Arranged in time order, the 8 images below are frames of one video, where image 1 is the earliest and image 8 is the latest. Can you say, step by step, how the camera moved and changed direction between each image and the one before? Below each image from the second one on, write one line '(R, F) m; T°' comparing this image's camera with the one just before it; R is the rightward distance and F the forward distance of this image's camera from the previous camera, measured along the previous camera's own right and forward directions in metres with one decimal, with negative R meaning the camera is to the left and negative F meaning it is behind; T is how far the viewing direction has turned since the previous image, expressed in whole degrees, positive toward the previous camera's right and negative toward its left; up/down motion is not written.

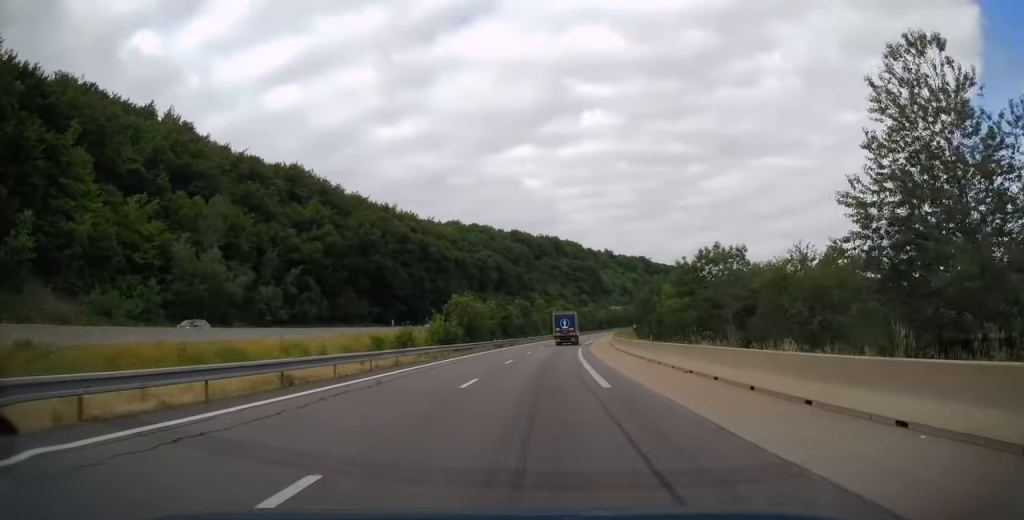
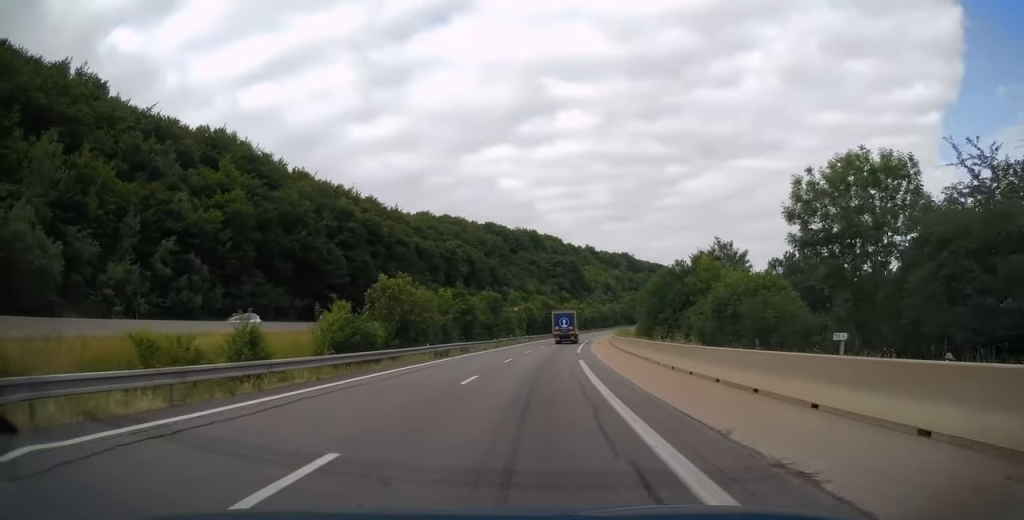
(+0.2, +24.9) m; +2°
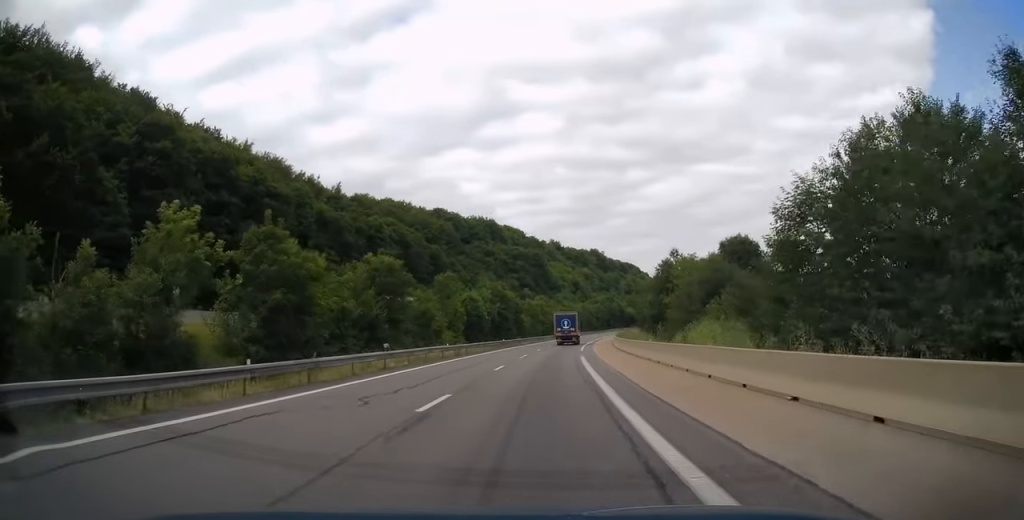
(+2.1, +44.5) m; +4°
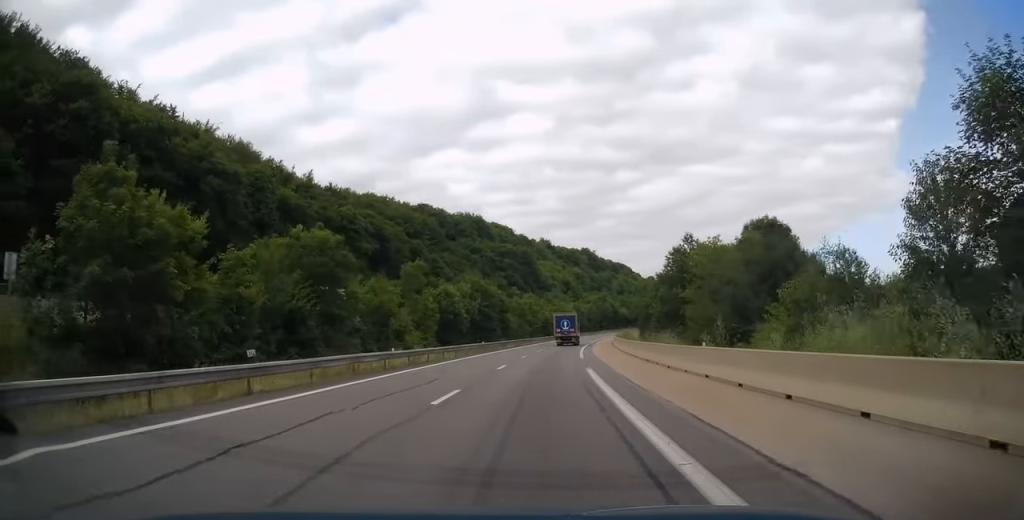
(0.0, +11.6) m; +1°
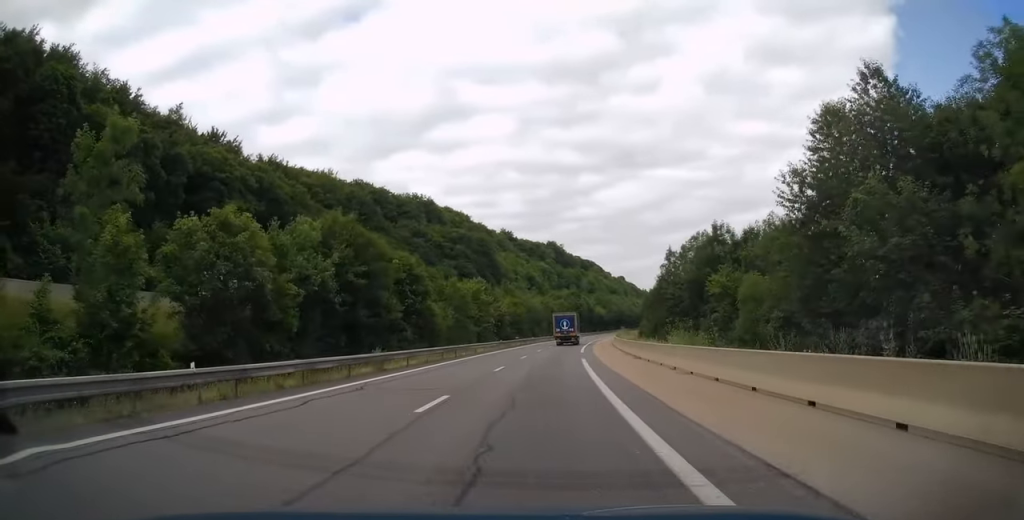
(+1.5, +39.8) m; +4°
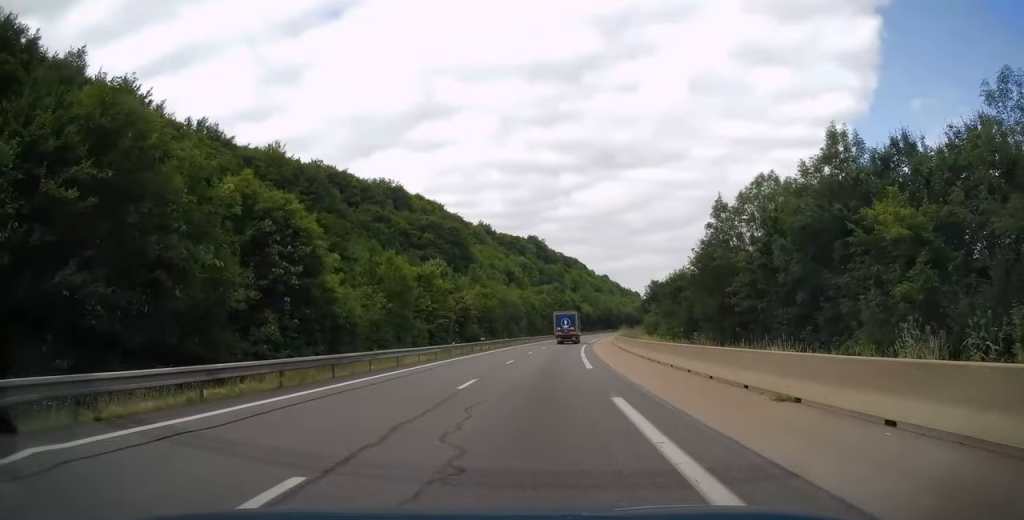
(0.0, +21.4) m; +1°
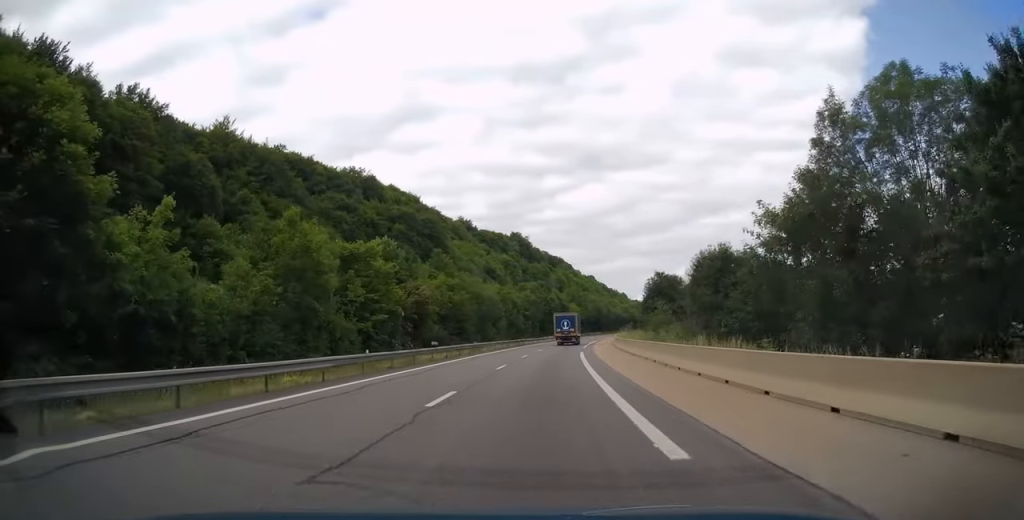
(+0.3, +16.5) m; +2°
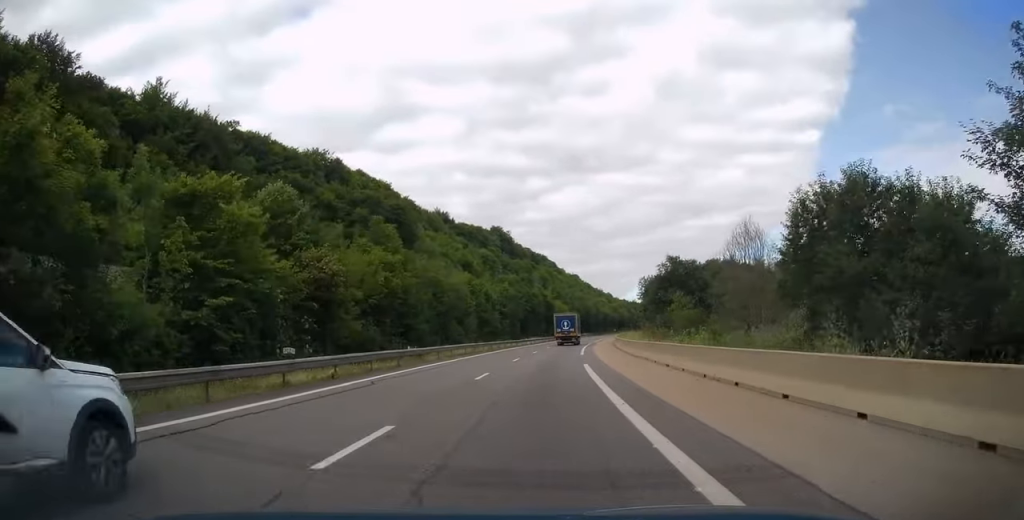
(+0.3, +18.5) m; +2°
